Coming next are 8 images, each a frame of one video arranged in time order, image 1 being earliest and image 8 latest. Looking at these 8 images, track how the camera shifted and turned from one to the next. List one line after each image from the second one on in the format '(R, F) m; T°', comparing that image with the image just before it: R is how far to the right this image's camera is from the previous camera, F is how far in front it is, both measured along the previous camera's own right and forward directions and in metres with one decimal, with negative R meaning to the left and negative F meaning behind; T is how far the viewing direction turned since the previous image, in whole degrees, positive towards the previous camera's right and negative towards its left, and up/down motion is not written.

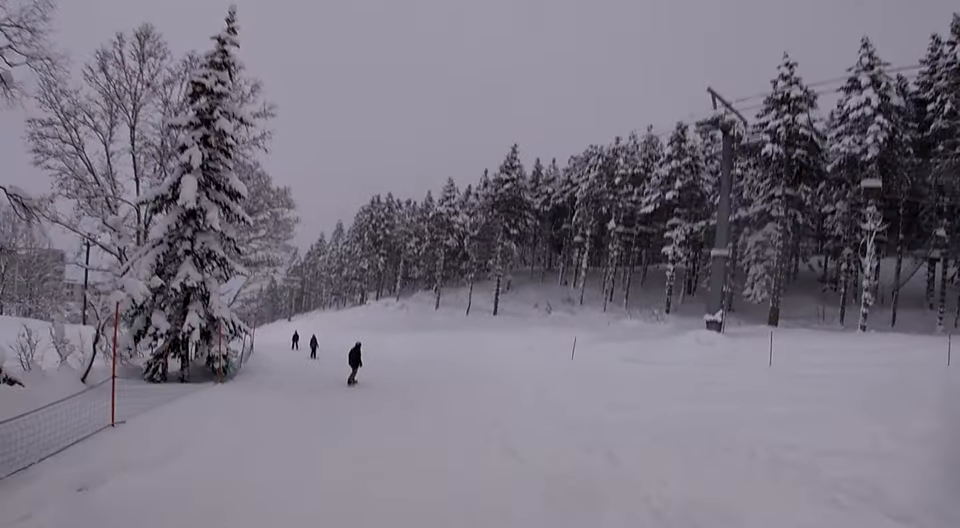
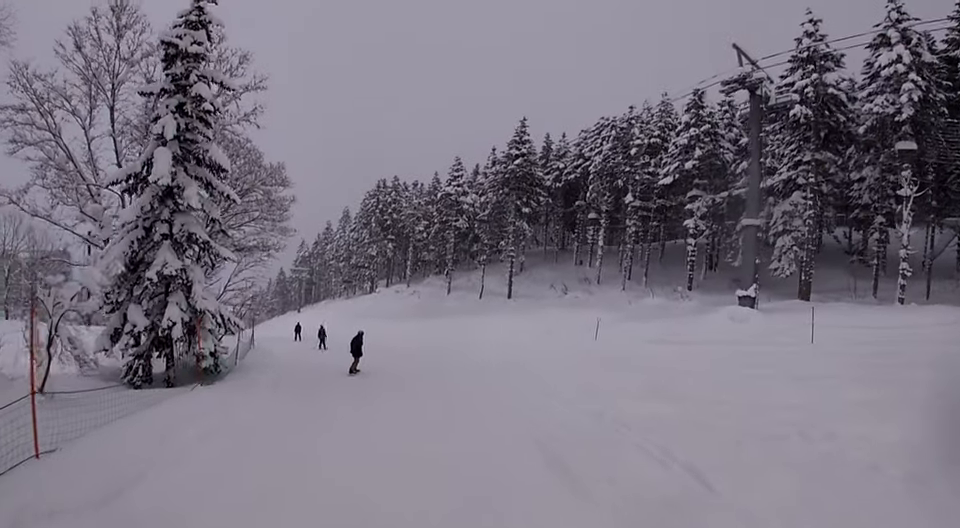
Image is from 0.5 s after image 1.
(+0.3, +2.2) m; 0°
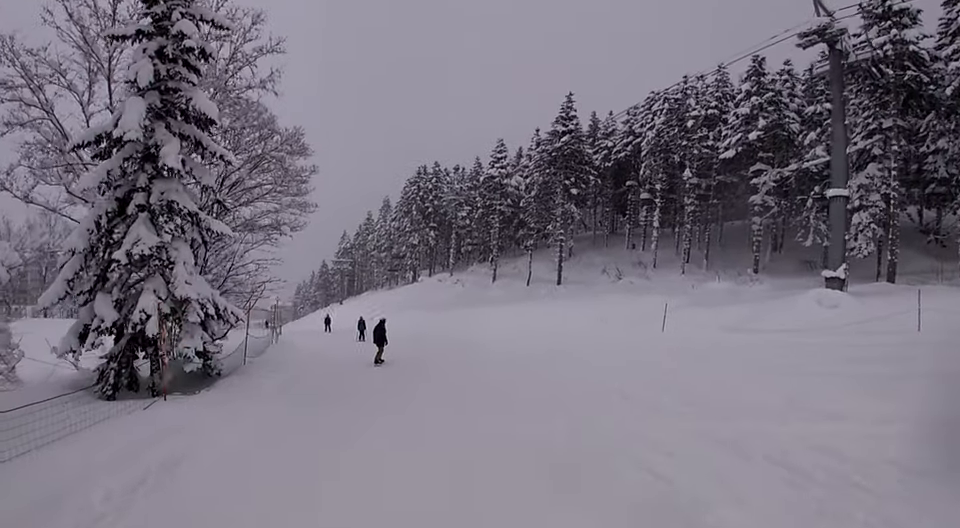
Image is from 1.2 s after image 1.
(0.0, +3.4) m; -6°
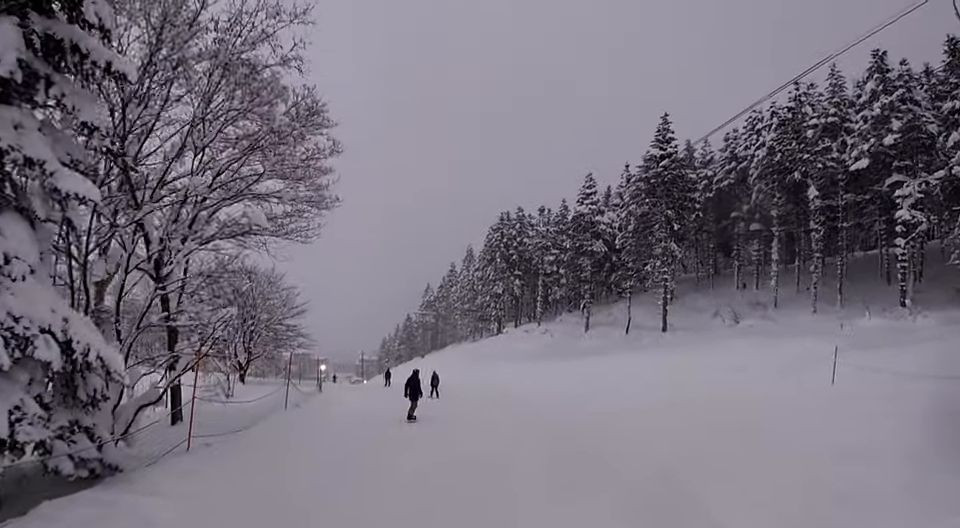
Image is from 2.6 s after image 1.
(-1.5, +6.5) m; -14°
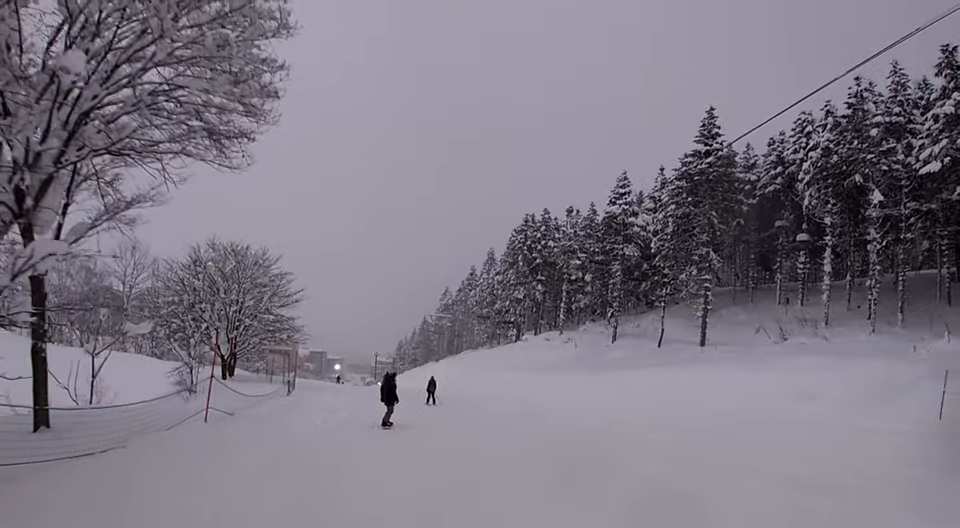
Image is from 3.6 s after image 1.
(+0.3, +4.4) m; +6°
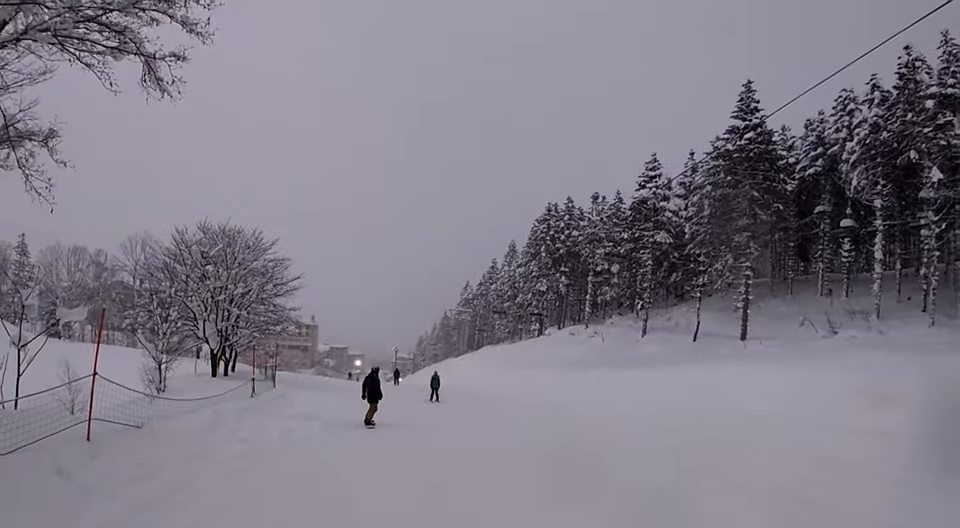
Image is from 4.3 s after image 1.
(+0.1, +3.3) m; -2°
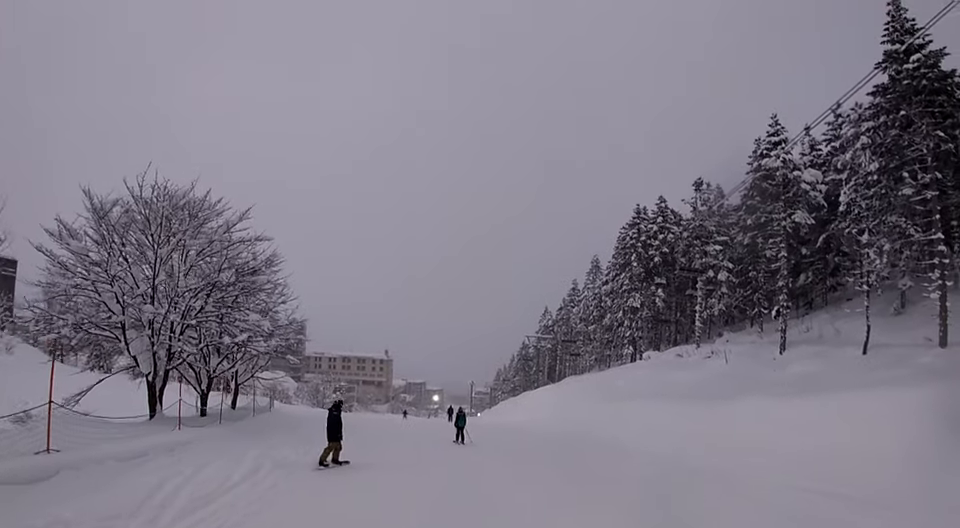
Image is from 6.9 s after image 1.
(-0.6, +11.6) m; -5°
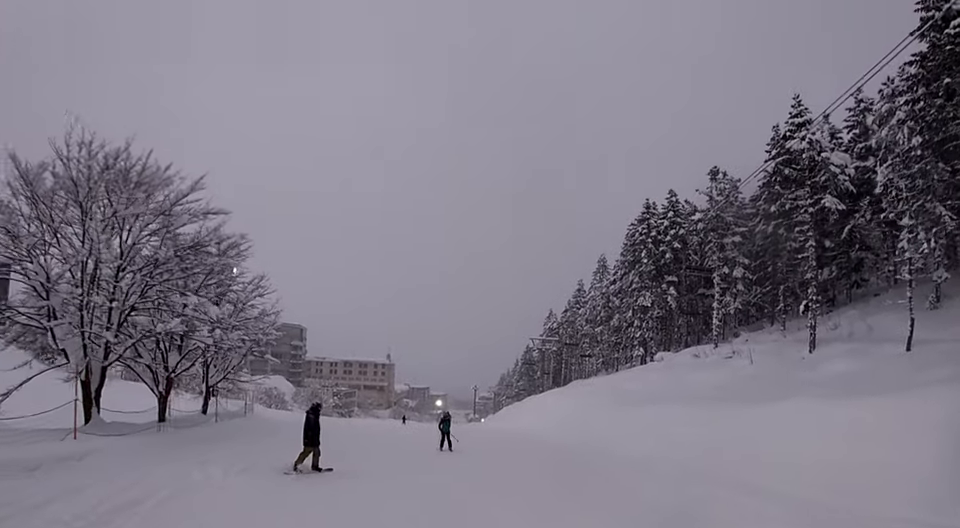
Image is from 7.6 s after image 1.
(-0.5, +3.6) m; -6°
